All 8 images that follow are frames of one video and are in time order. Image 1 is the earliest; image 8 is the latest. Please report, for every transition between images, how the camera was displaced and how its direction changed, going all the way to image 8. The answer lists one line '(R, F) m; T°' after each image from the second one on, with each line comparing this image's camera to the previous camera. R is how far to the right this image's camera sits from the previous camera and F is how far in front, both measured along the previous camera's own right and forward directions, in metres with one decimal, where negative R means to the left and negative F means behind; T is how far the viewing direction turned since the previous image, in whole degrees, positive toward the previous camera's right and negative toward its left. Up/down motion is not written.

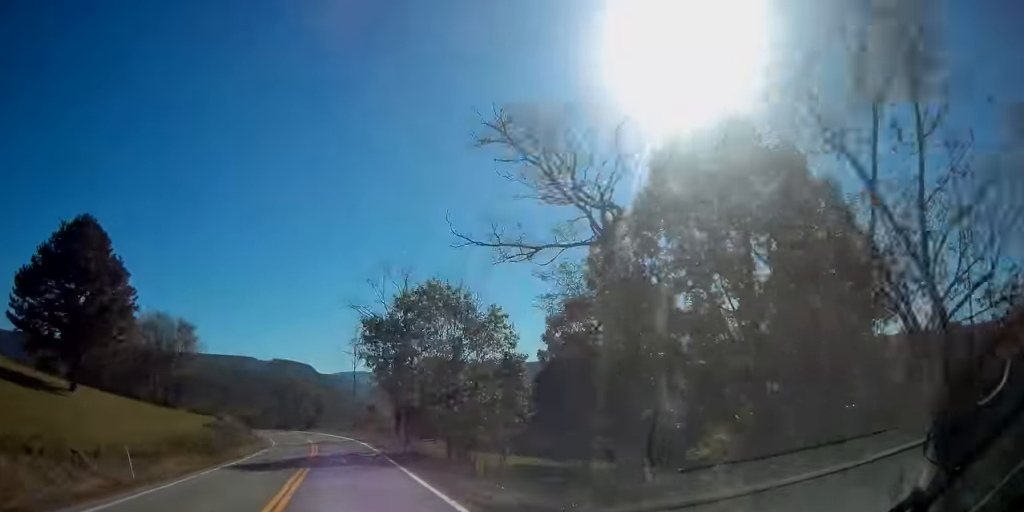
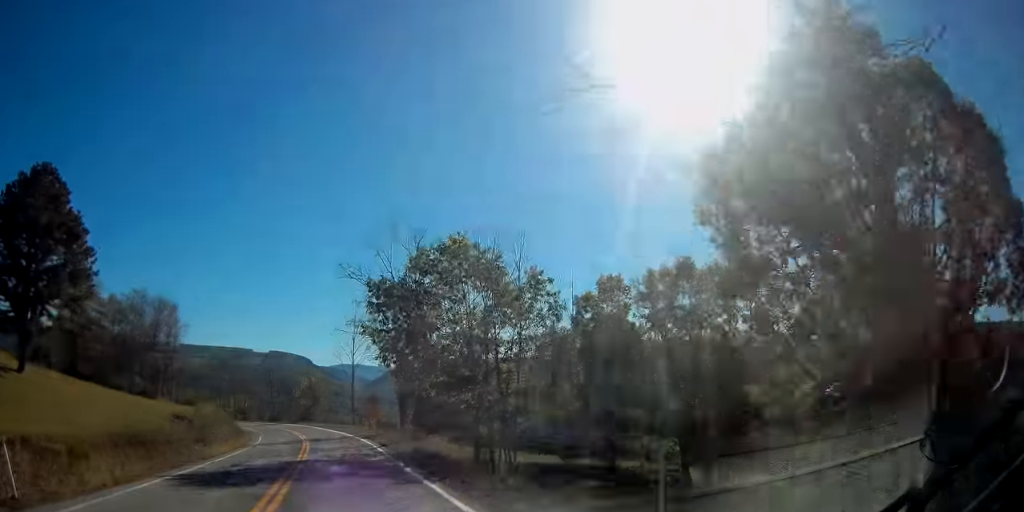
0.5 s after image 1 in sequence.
(0.0, +7.3) m; 0°
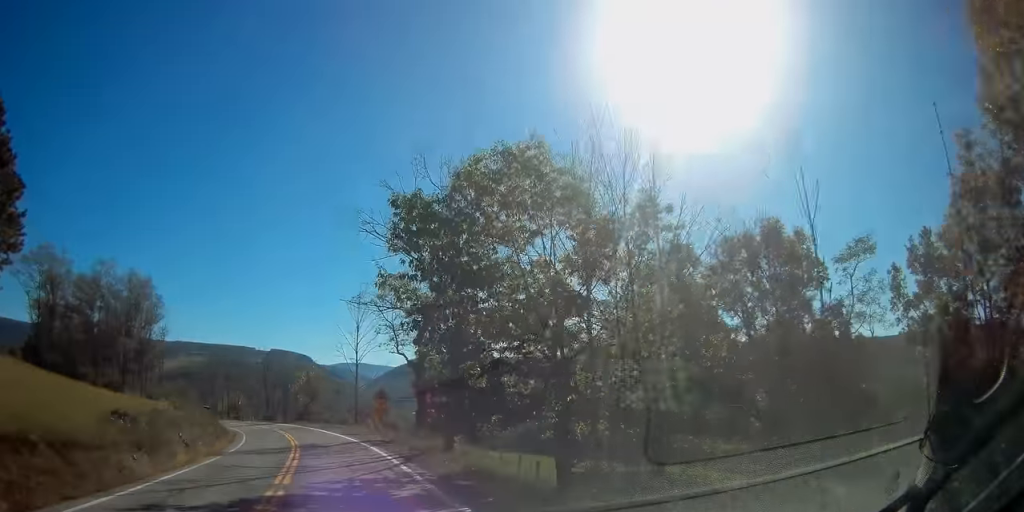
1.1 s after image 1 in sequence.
(-0.1, +9.9) m; -1°
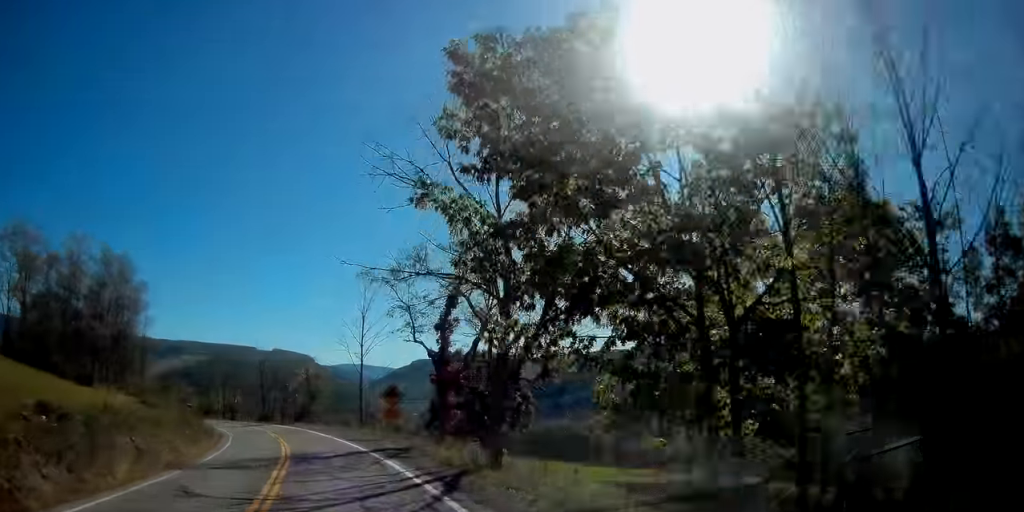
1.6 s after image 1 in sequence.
(-0.1, +7.1) m; -1°
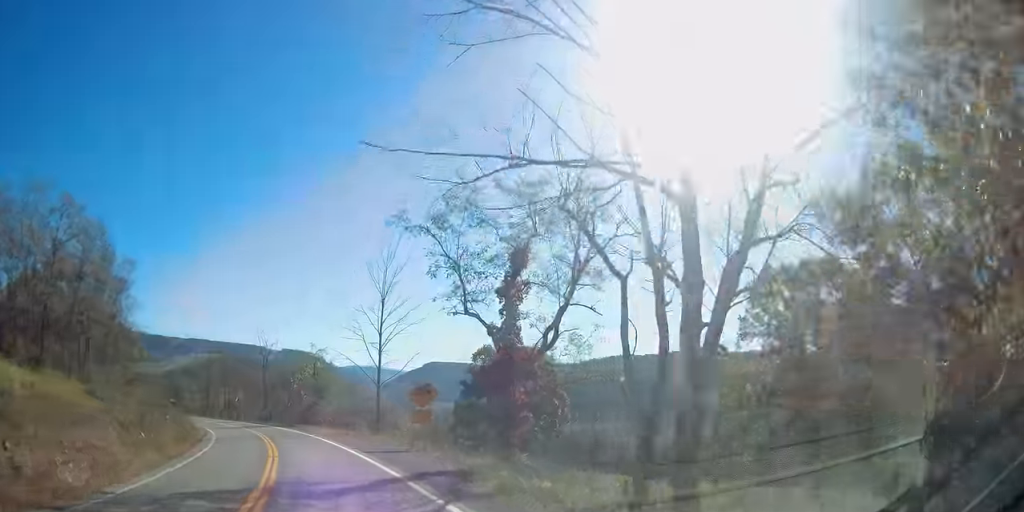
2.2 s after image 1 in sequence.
(0.0, +9.6) m; -1°
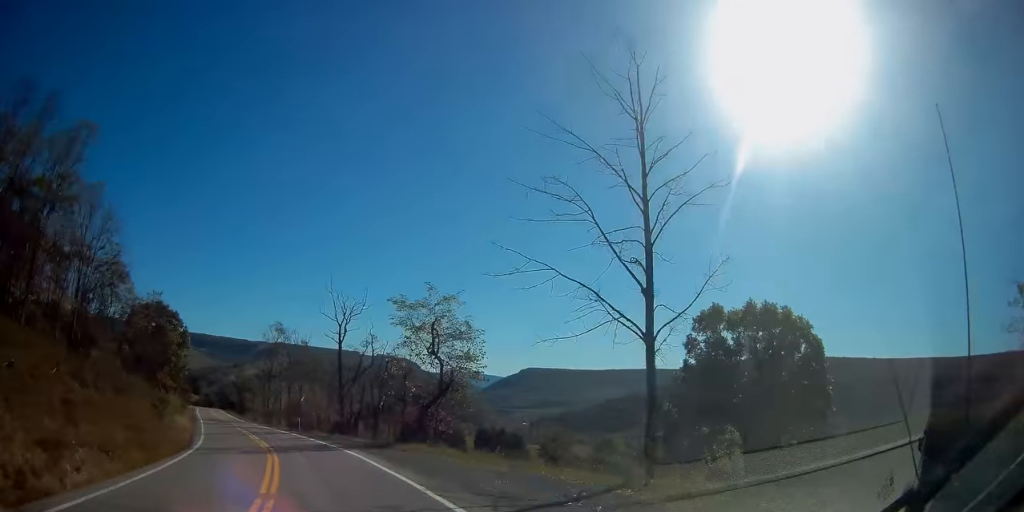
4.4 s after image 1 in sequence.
(-2.3, +33.0) m; -9°
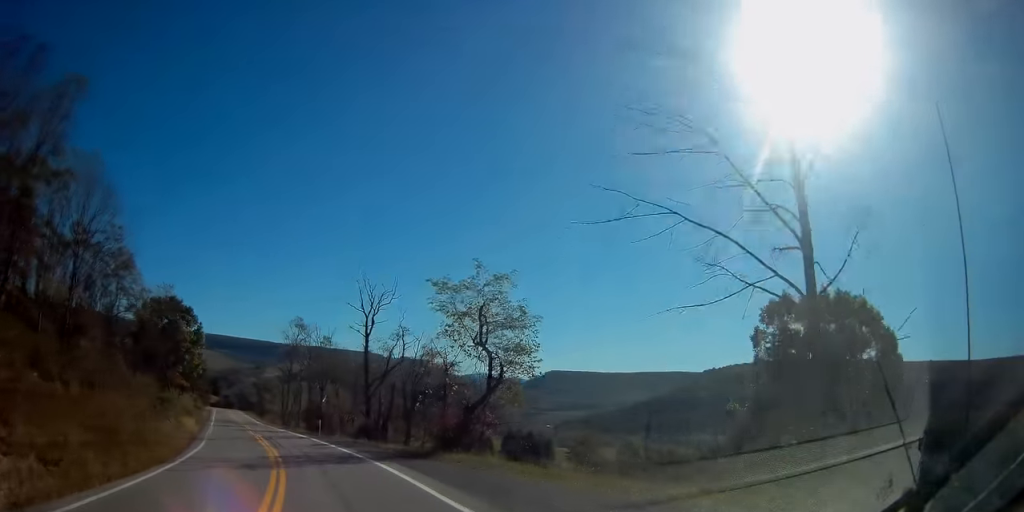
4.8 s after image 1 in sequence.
(-0.2, +5.8) m; -2°
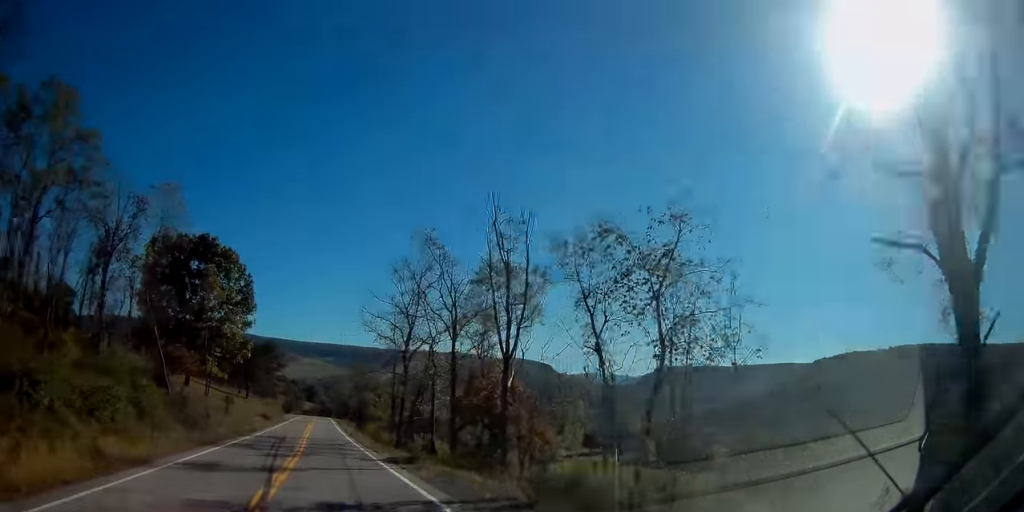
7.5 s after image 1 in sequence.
(-3.8, +41.0) m; -9°
